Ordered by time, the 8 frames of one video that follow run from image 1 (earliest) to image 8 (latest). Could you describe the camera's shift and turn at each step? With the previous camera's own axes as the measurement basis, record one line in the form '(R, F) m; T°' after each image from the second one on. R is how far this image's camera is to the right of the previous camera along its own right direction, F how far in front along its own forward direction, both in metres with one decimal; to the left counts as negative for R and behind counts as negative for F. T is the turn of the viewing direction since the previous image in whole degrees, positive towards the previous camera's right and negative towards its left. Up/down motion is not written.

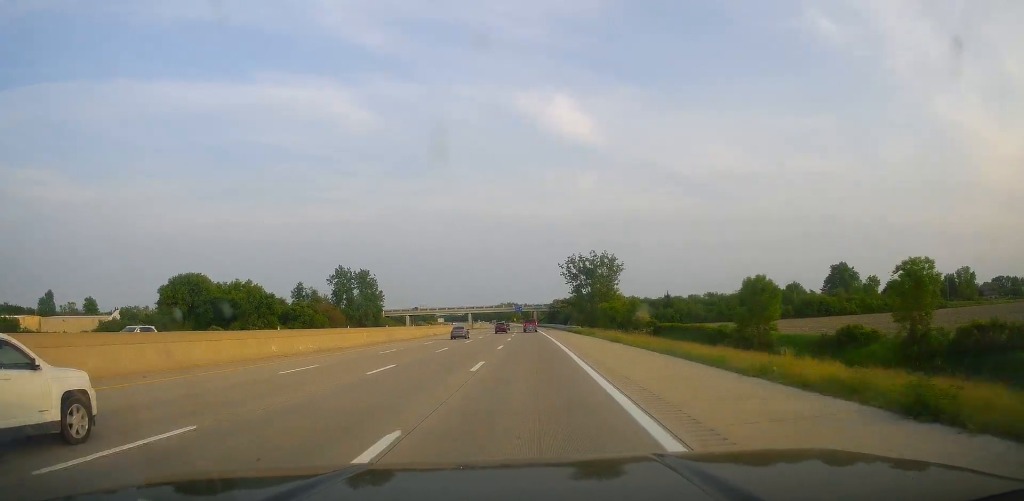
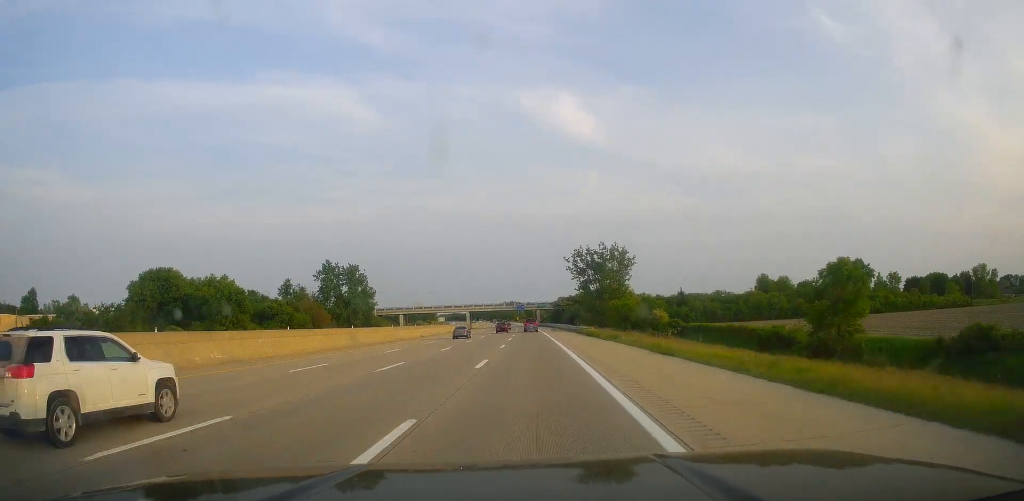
(0.0, +14.0) m; -1°
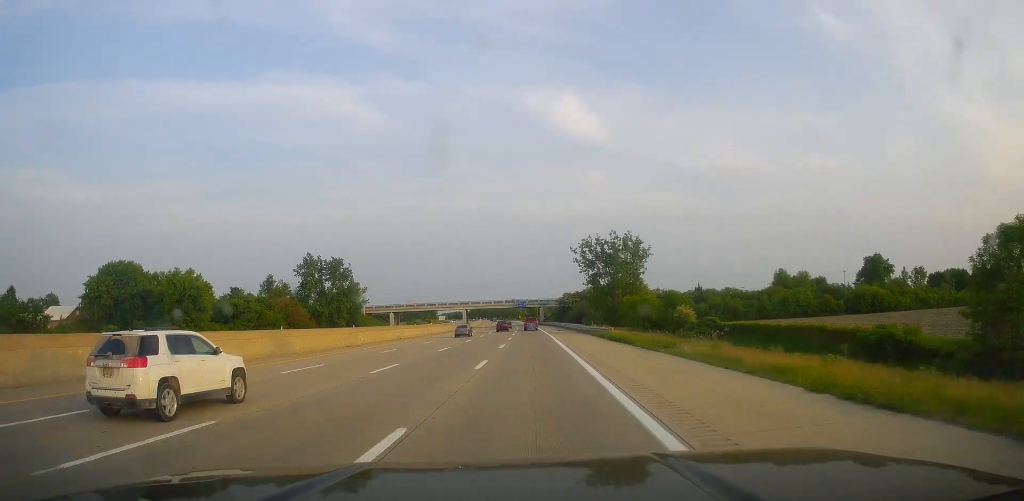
(-0.2, +16.2) m; 0°
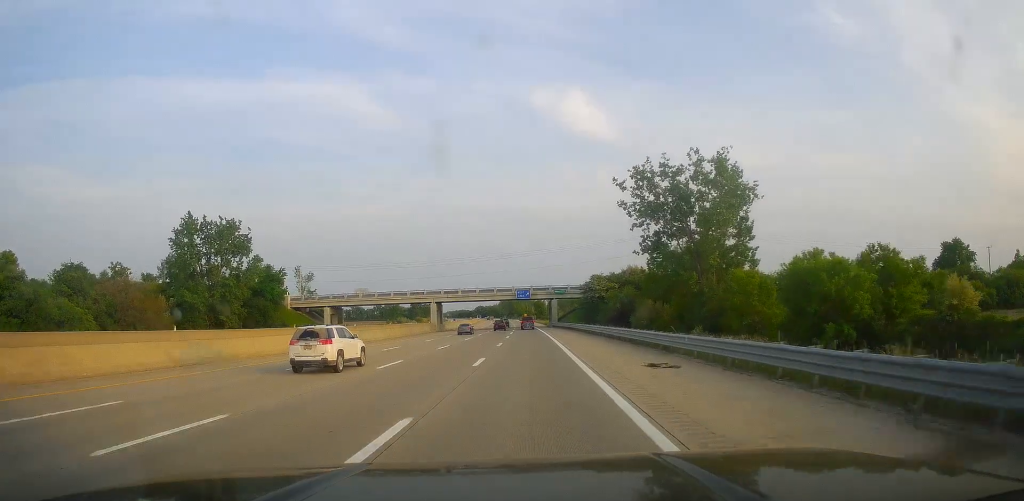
(0.0, +59.4) m; 0°
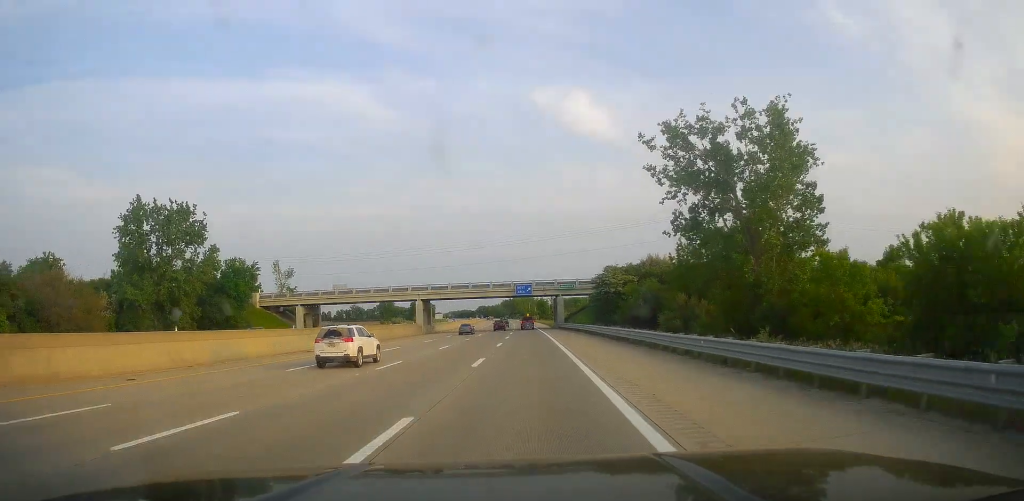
(-0.1, +15.2) m; 0°
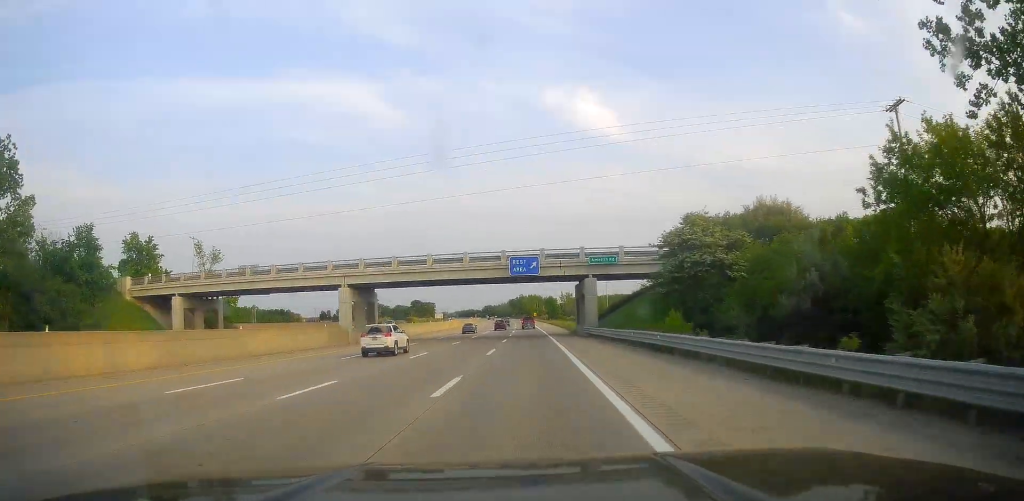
(-0.1, +39.1) m; -1°
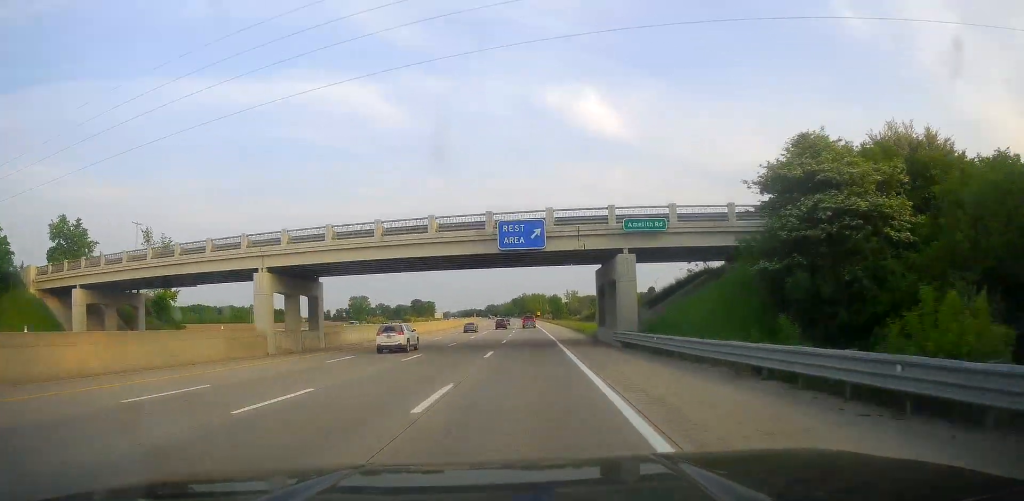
(-0.2, +17.6) m; 0°
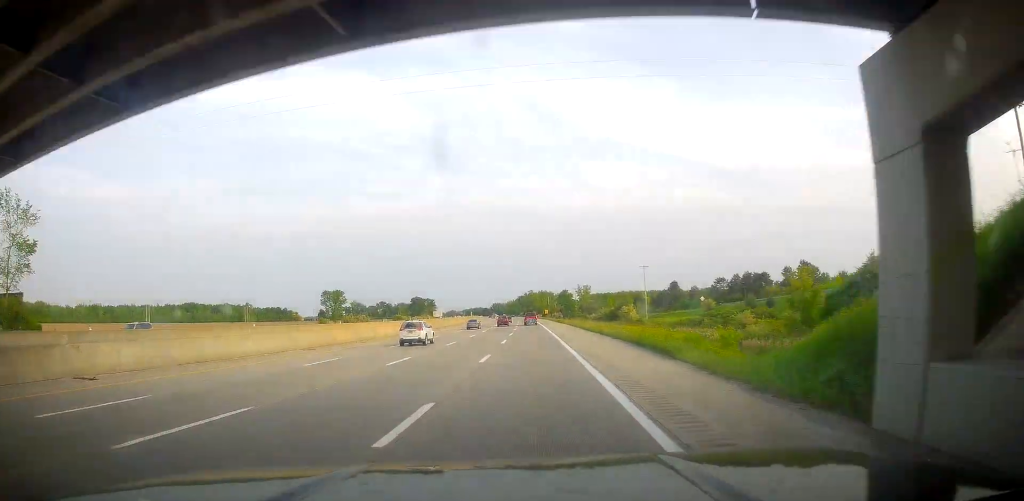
(-0.2, +34.0) m; 0°
